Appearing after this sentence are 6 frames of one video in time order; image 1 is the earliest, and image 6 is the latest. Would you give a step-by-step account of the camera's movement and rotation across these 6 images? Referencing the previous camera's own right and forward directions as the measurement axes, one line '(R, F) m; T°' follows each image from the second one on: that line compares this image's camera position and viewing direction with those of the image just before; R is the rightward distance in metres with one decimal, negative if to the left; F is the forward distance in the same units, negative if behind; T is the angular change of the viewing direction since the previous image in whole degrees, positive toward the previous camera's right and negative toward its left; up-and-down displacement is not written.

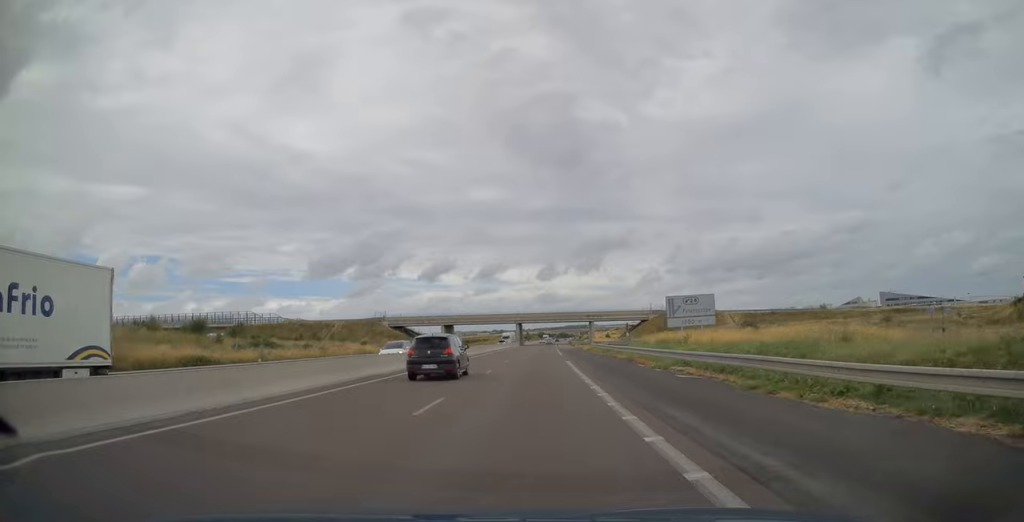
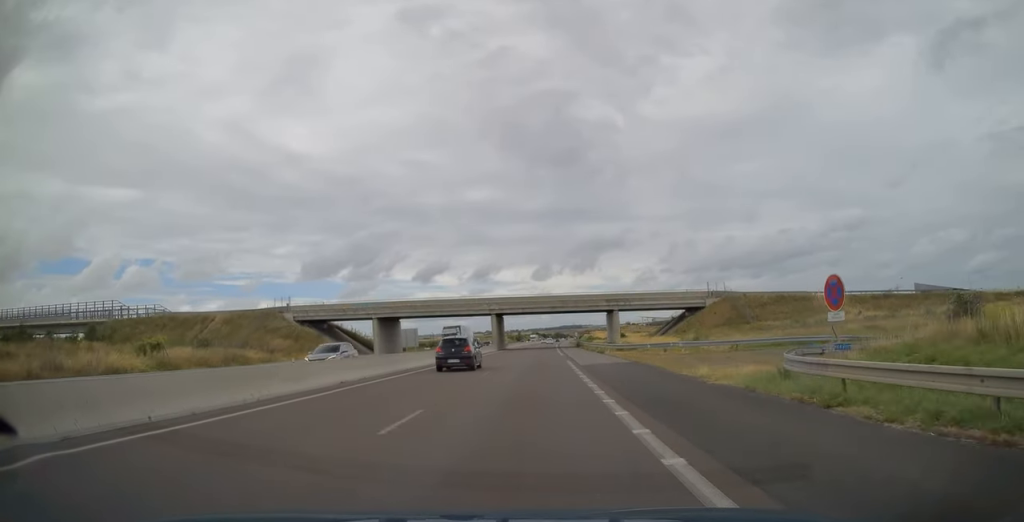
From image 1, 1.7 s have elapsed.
(+0.3, +53.4) m; +1°
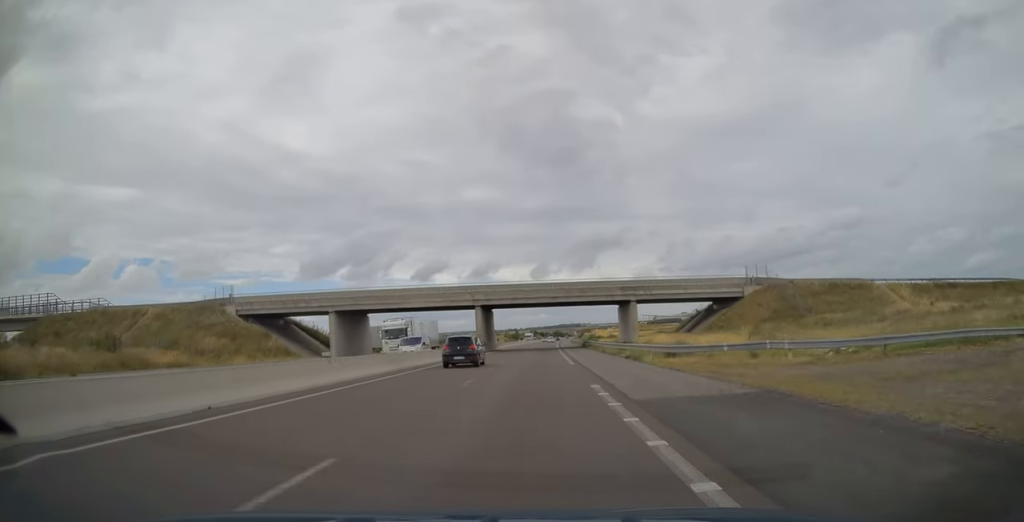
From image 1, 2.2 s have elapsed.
(0.0, +17.8) m; 0°
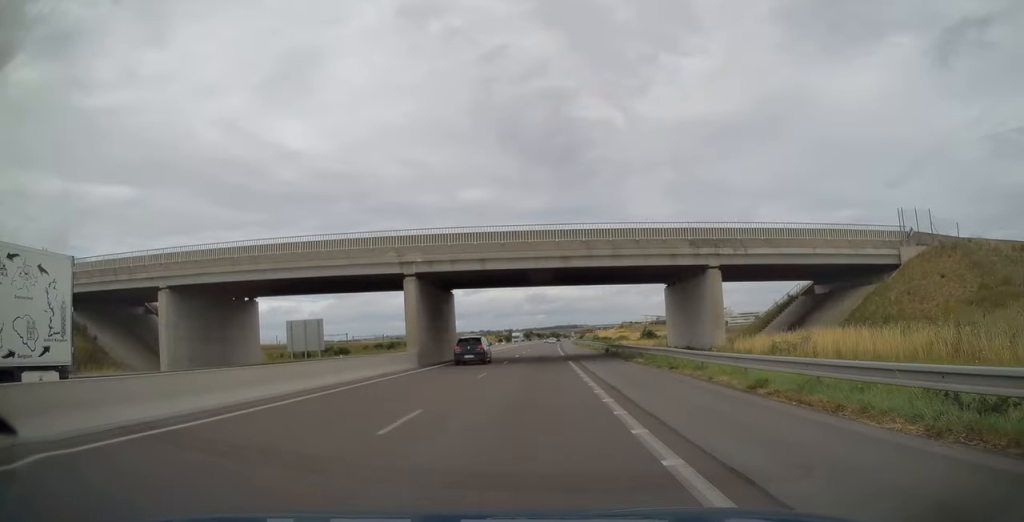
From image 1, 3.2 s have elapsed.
(+0.1, +33.6) m; 0°
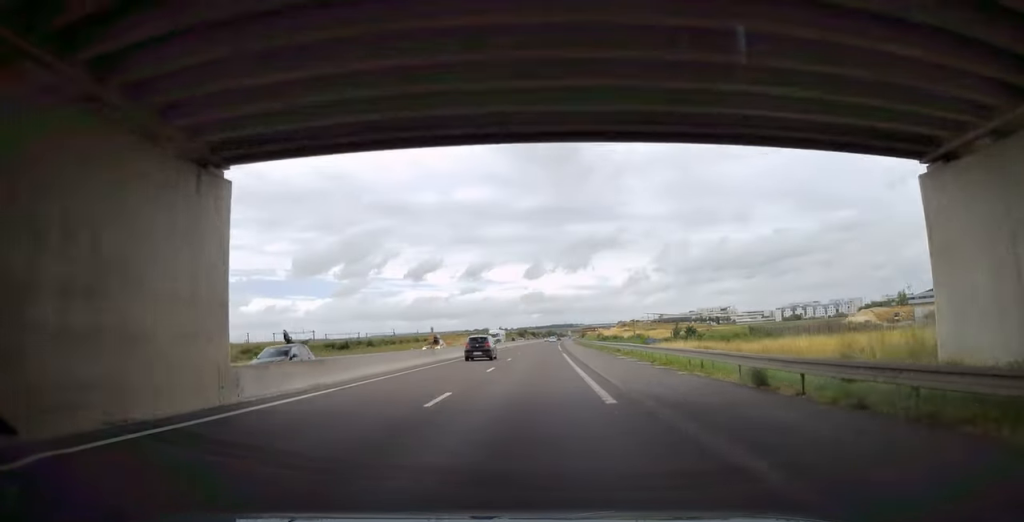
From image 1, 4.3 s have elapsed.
(+0.1, +35.1) m; 0°
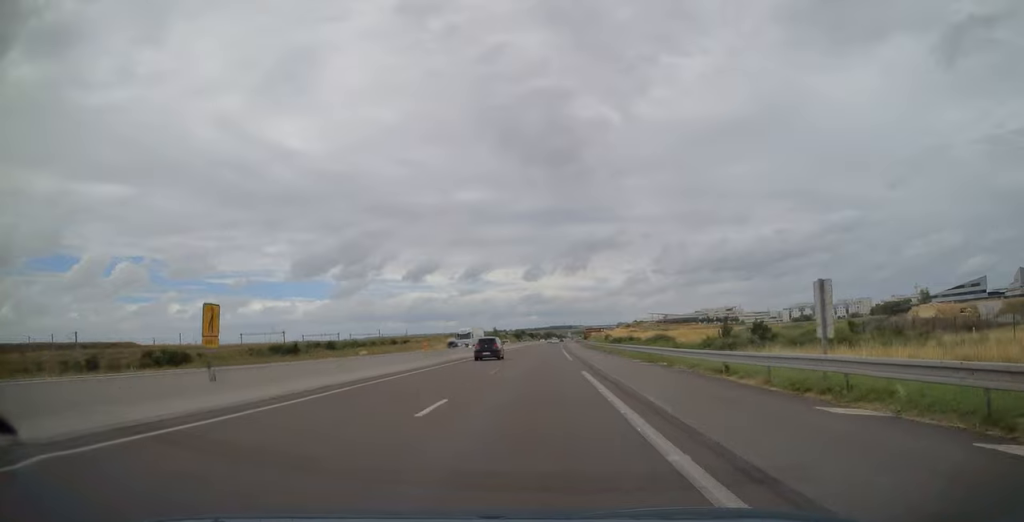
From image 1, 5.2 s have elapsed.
(+0.1, +26.9) m; 0°
